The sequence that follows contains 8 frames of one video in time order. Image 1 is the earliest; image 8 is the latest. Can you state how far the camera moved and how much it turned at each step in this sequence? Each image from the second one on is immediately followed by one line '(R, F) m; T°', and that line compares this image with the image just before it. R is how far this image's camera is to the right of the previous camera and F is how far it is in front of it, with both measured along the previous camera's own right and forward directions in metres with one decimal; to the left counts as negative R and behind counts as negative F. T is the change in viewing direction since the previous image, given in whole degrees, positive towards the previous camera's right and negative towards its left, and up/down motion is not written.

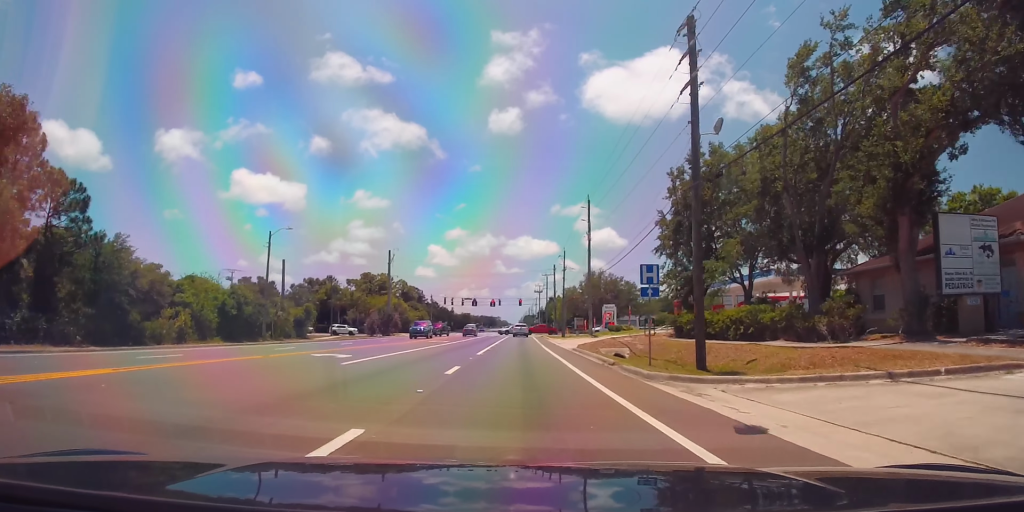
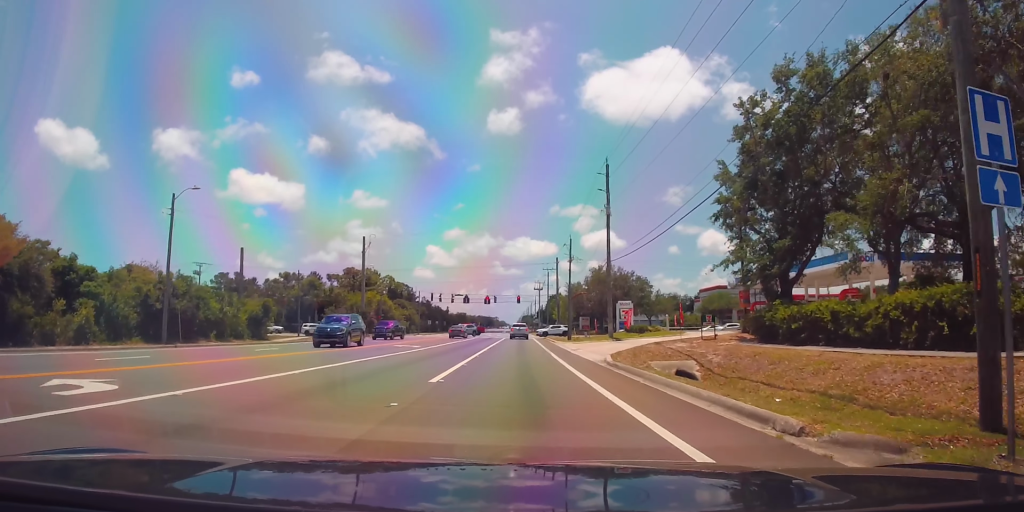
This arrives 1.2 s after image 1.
(0.0, +14.9) m; 0°
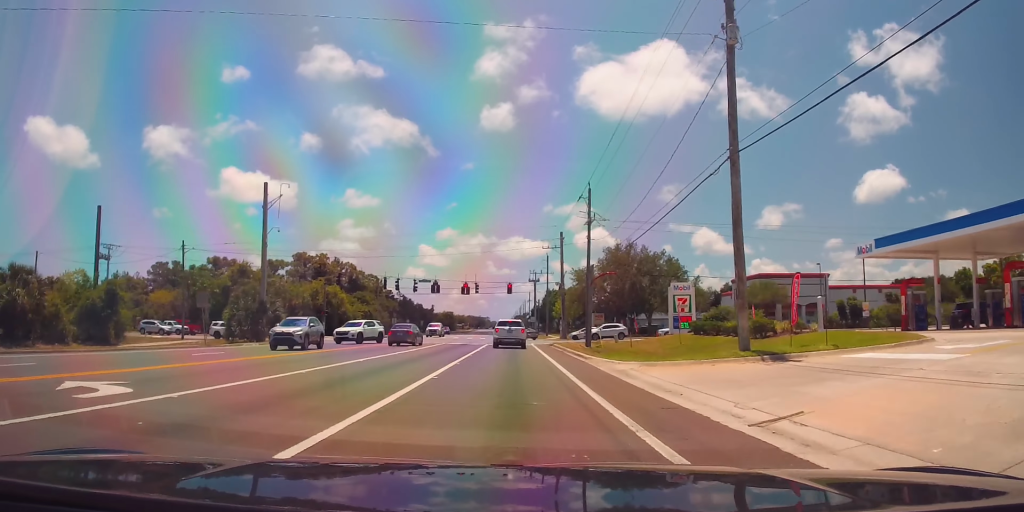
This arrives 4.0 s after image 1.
(0.0, +30.8) m; 0°
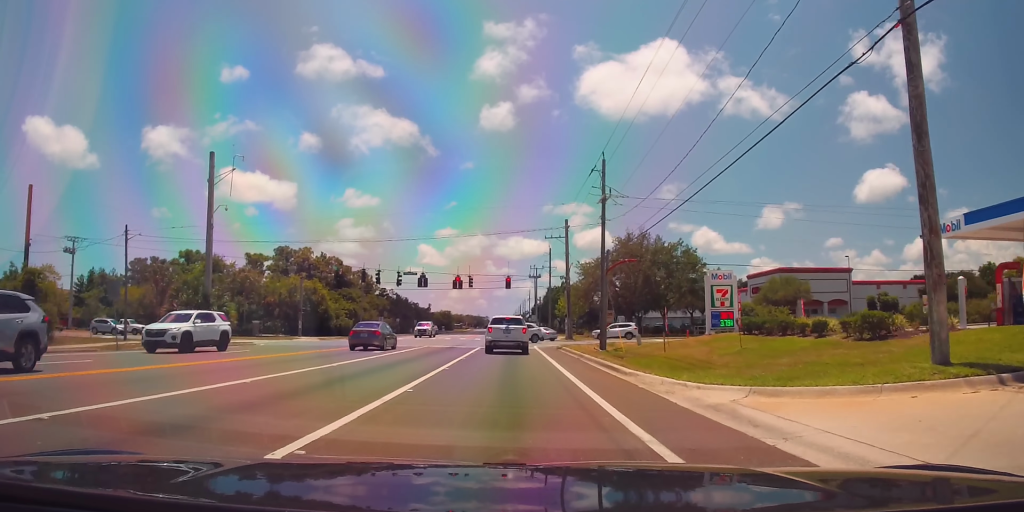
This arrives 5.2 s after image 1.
(0.0, +9.8) m; 0°
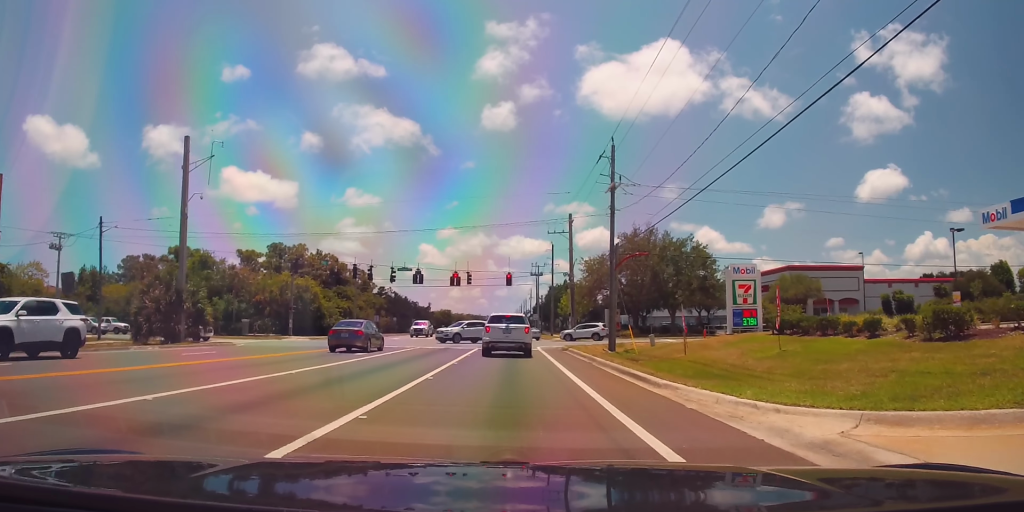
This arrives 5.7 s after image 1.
(0.0, +3.7) m; 0°
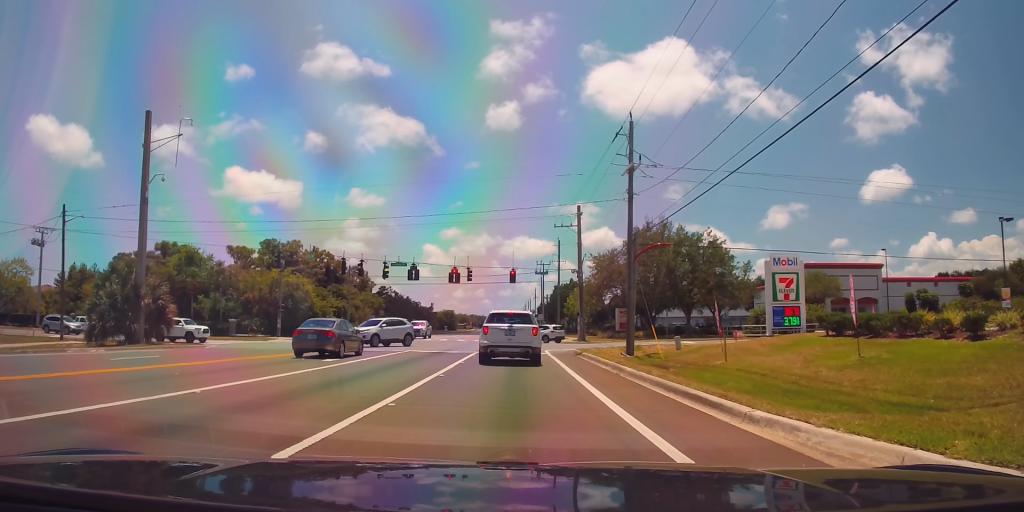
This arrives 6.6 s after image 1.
(0.0, +5.3) m; 0°
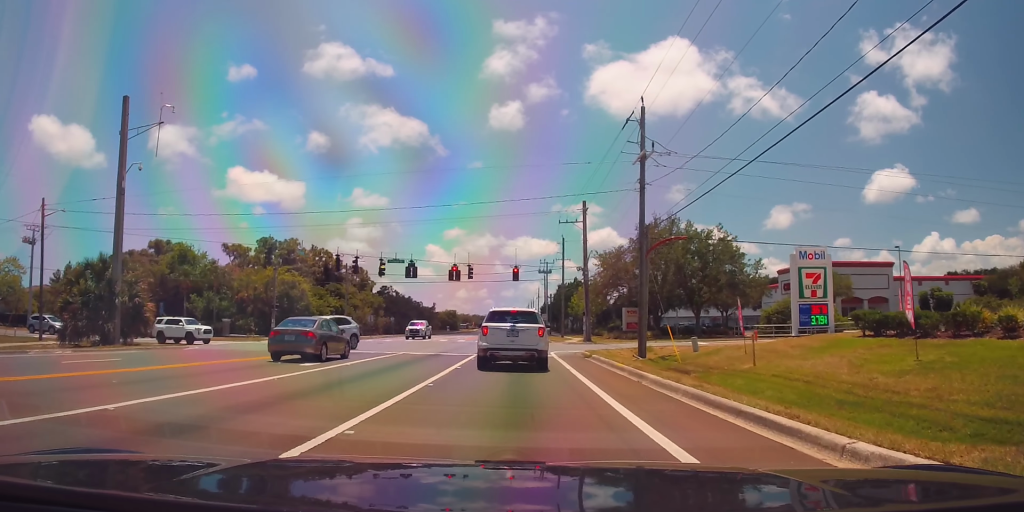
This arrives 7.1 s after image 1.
(0.0, +2.9) m; 0°
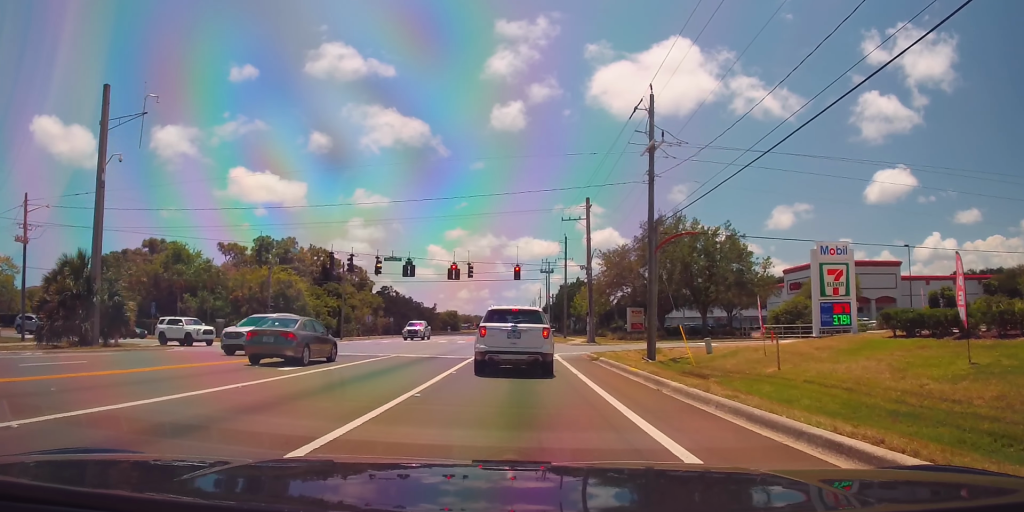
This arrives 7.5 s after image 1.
(0.0, +1.9) m; 0°
